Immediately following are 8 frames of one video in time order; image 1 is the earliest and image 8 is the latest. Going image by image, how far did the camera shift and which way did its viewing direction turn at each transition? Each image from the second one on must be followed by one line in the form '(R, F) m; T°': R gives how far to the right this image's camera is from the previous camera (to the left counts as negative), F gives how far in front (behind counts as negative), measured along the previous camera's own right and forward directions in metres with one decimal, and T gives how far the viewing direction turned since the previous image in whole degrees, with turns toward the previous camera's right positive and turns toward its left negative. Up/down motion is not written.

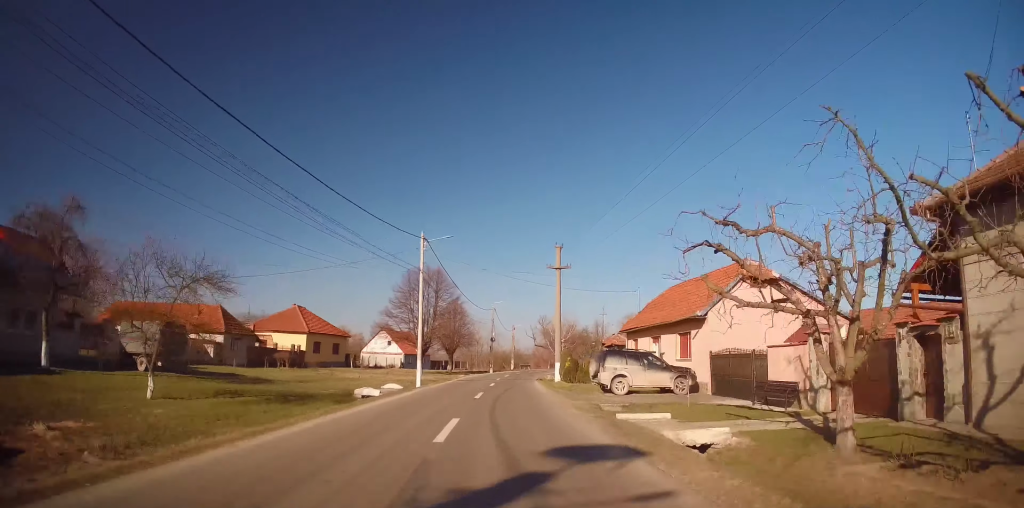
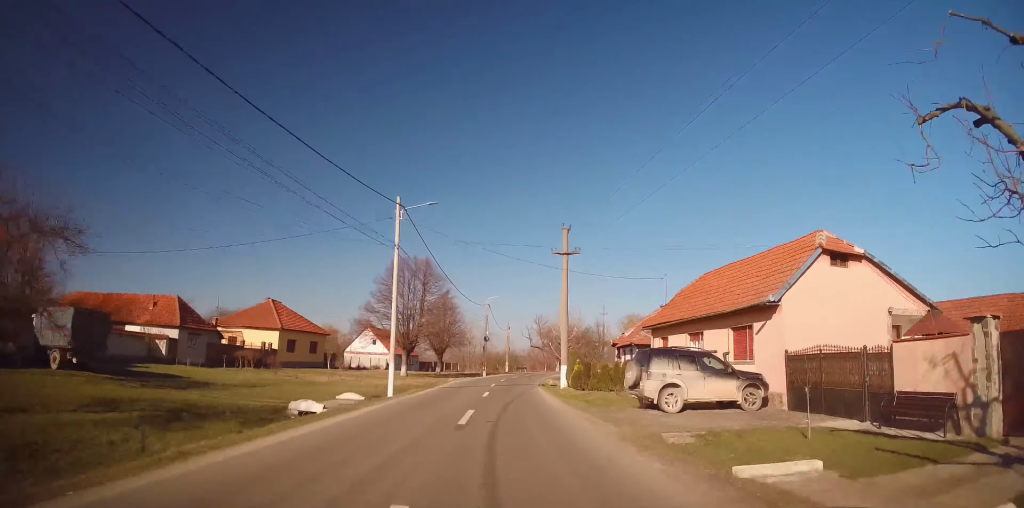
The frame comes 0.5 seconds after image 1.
(0.0, +6.6) m; 0°
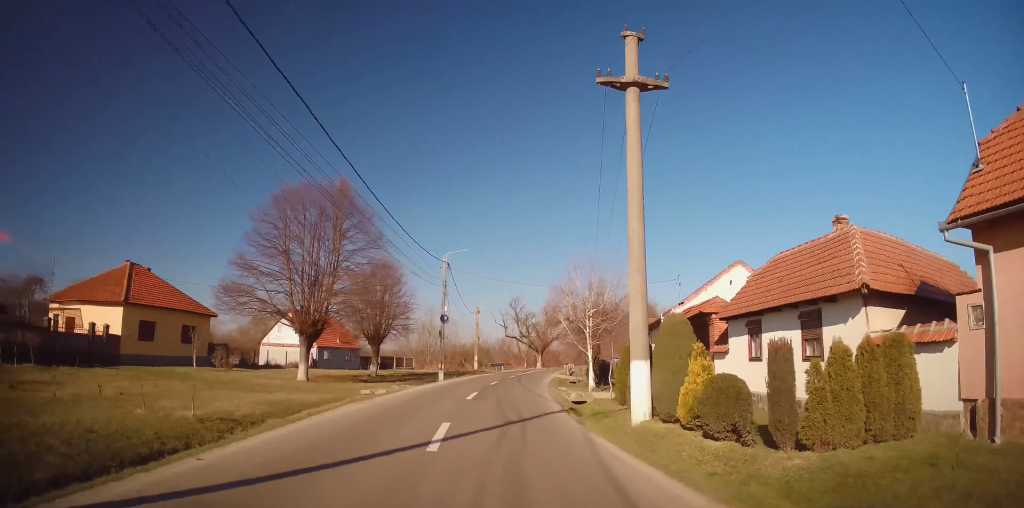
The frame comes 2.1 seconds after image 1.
(+0.1, +22.1) m; +4°
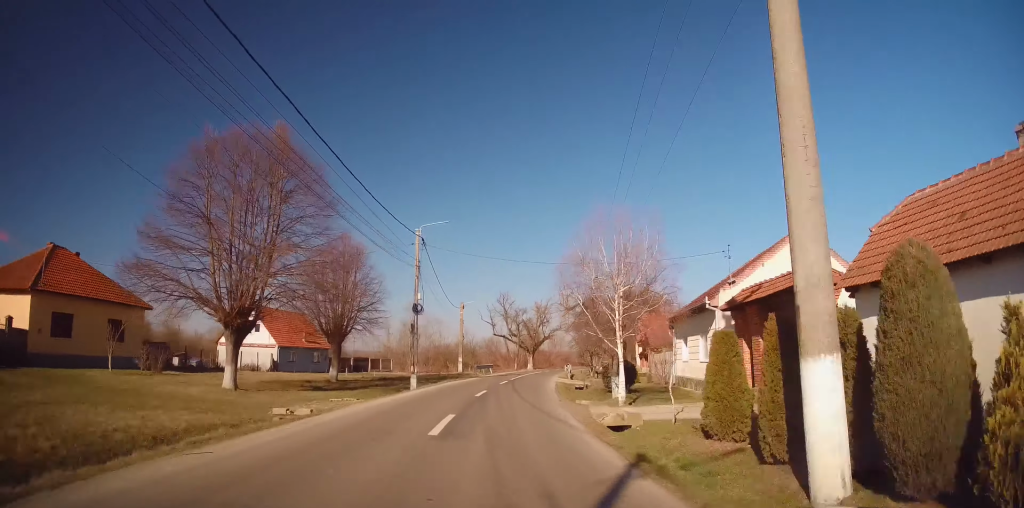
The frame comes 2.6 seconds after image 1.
(+0.4, +7.7) m; +2°
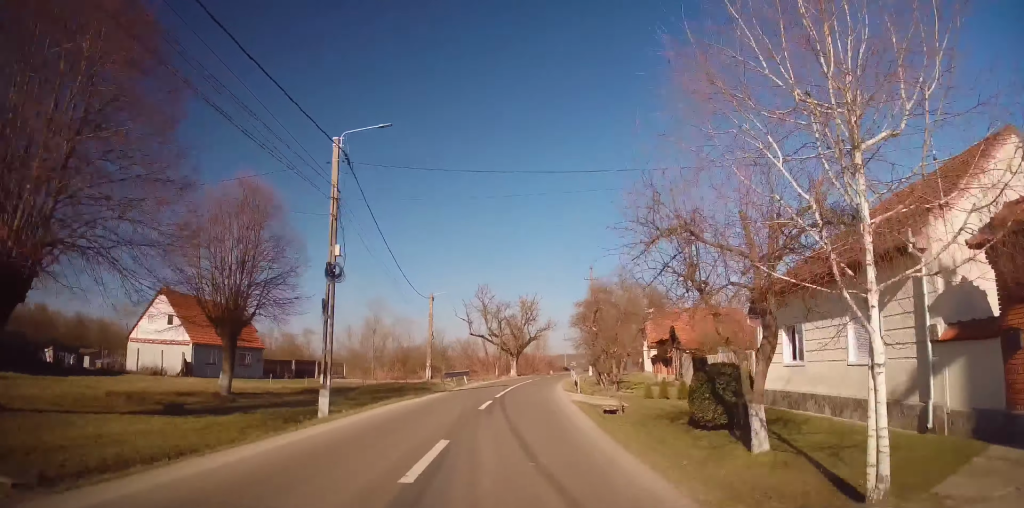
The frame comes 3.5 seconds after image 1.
(+0.5, +12.2) m; +1°
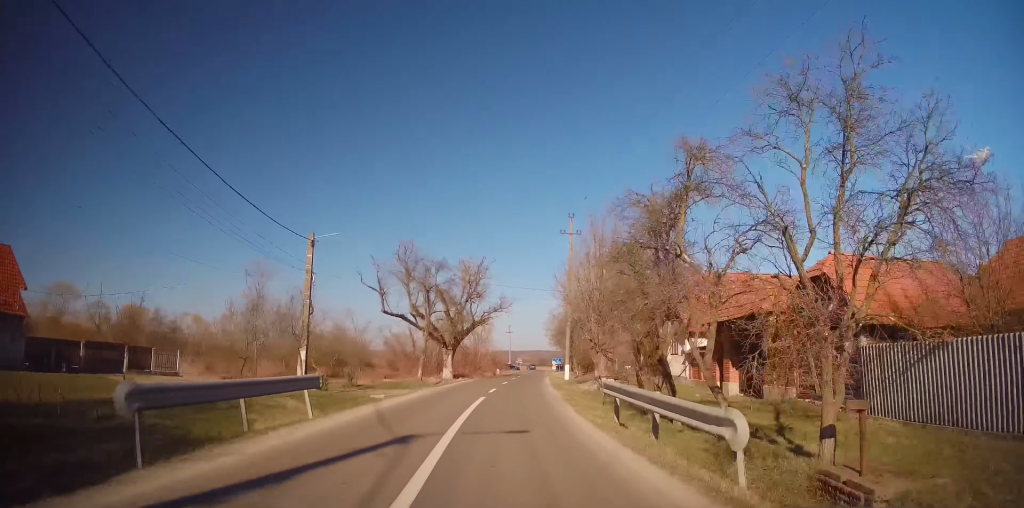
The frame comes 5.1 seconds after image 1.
(-0.1, +21.4) m; +4°
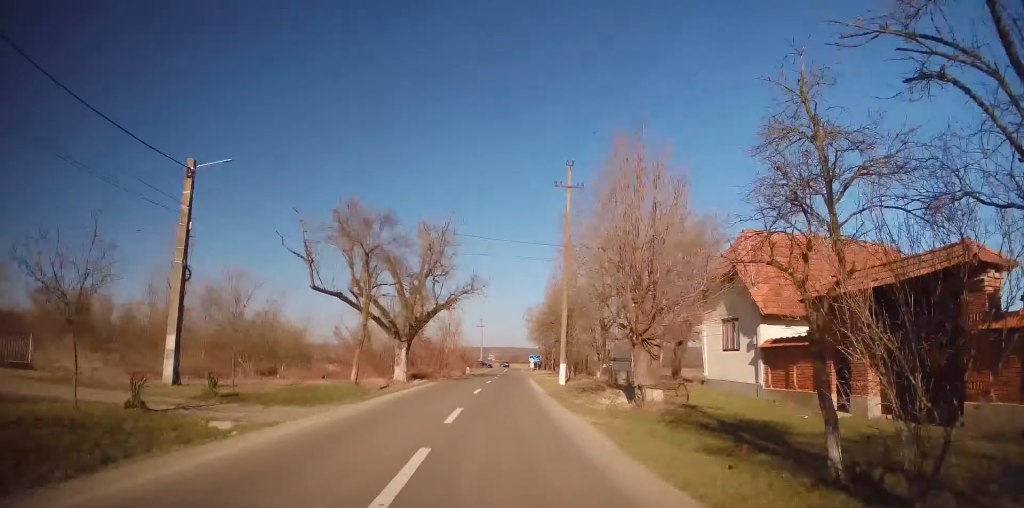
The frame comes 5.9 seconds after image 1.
(+0.6, +11.0) m; +4°
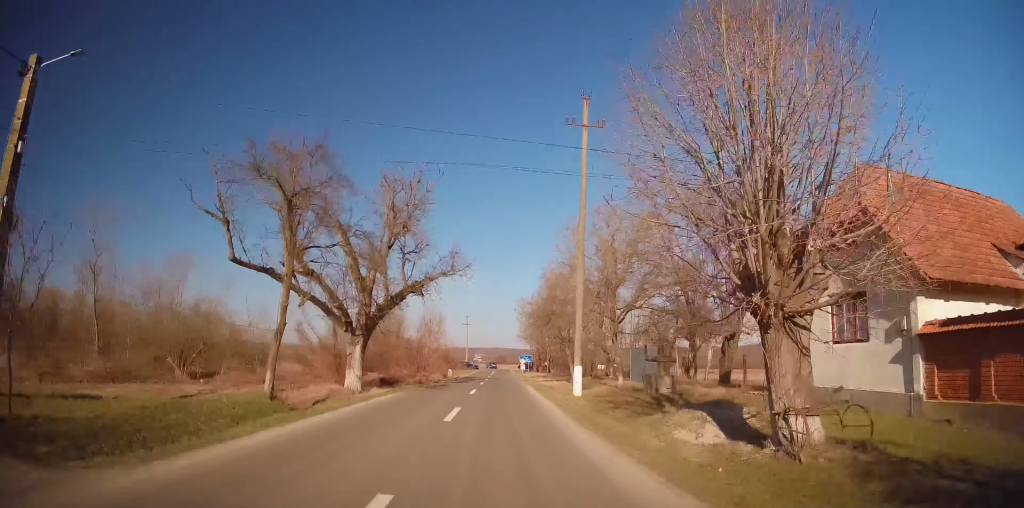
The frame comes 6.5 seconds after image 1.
(+0.3, +8.7) m; +3°
